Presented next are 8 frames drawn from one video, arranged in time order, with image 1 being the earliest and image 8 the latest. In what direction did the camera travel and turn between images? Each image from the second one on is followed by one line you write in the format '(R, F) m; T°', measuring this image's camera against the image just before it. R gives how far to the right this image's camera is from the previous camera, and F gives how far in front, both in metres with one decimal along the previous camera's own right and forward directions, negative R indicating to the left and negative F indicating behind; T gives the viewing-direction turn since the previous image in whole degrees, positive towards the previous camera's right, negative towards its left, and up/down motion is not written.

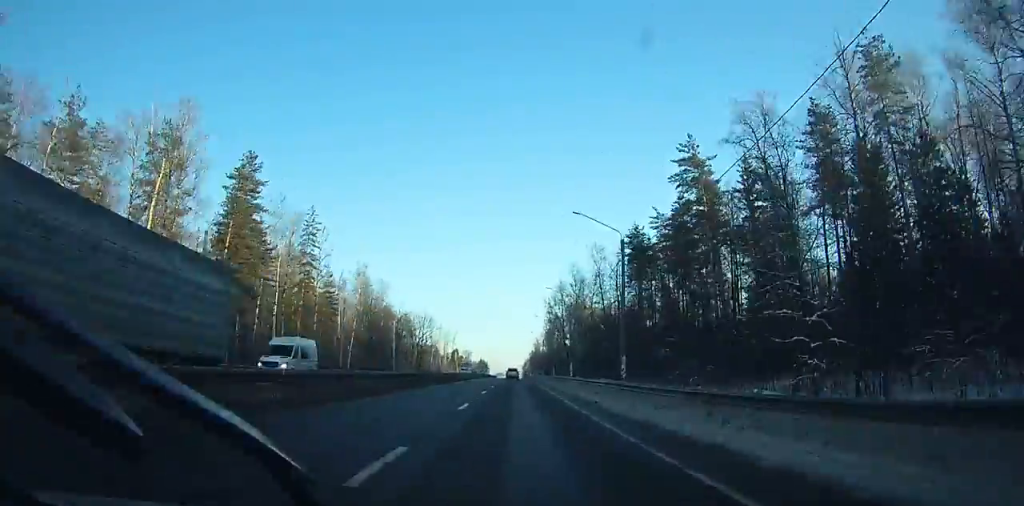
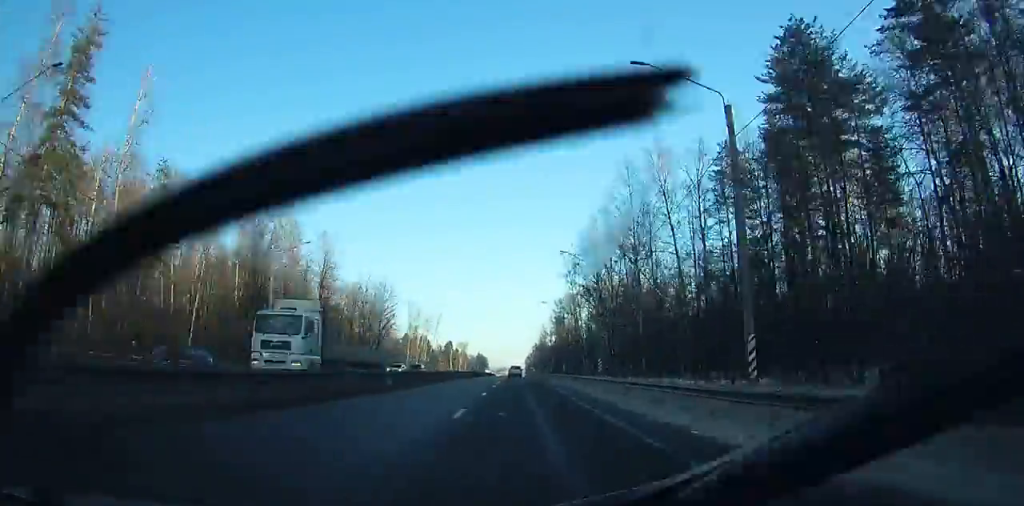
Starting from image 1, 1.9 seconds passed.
(-0.1, +51.2) m; 0°
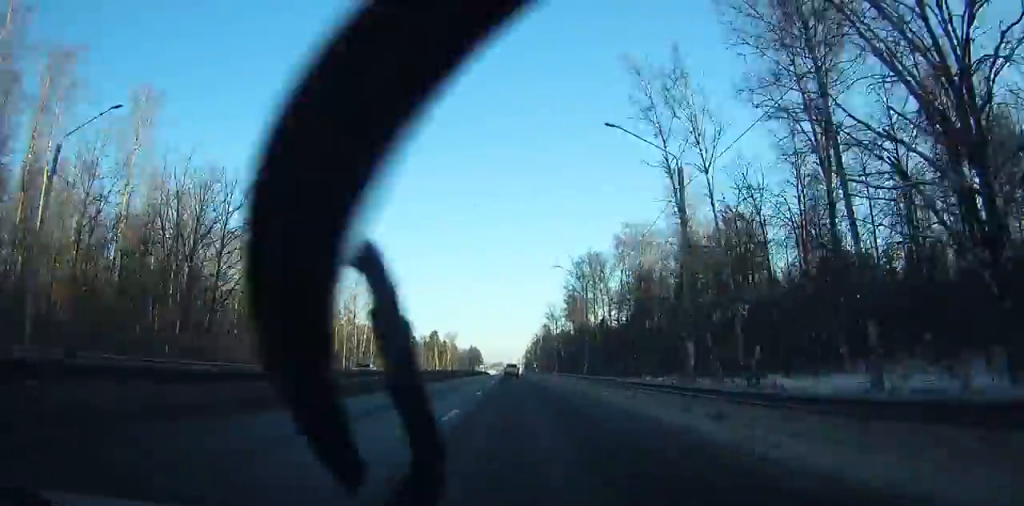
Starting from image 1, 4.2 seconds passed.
(-0.3, +61.4) m; -1°
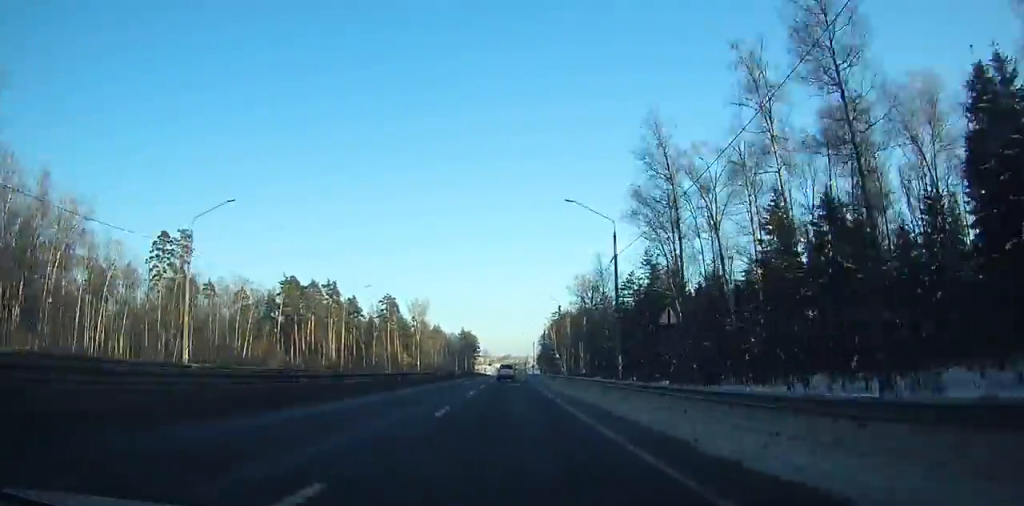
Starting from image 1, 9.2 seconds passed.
(-1.0, +130.4) m; 0°
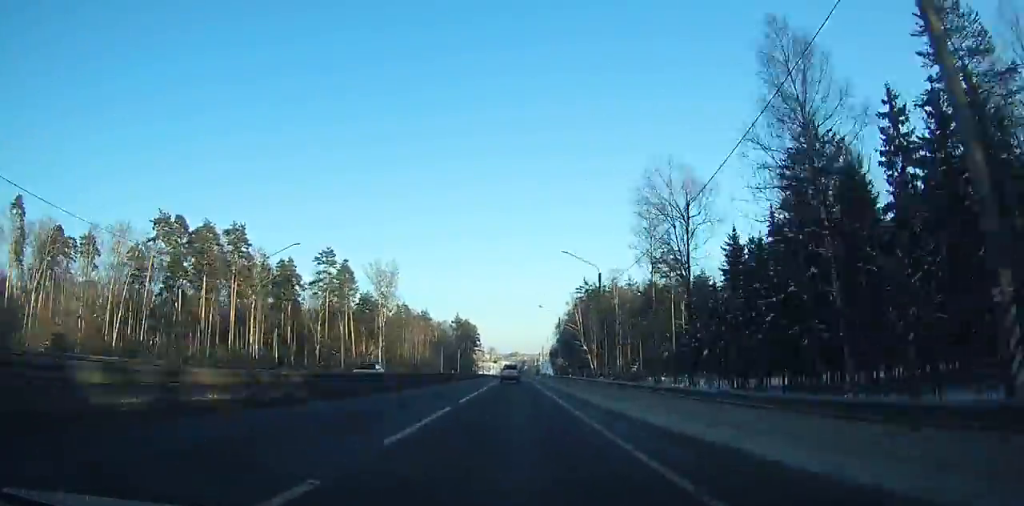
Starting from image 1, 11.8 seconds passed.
(0.0, +66.2) m; 0°
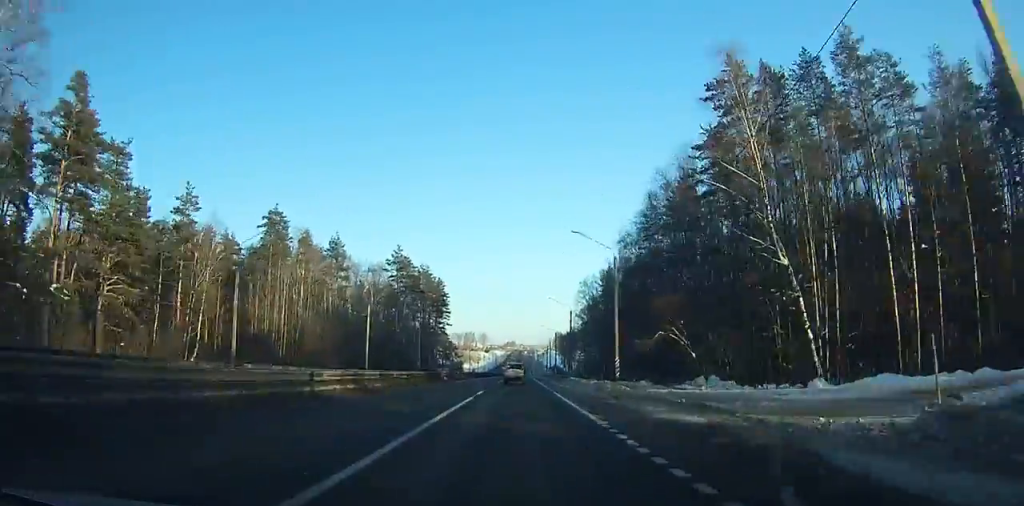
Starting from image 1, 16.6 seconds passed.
(-0.7, +120.3) m; 0°
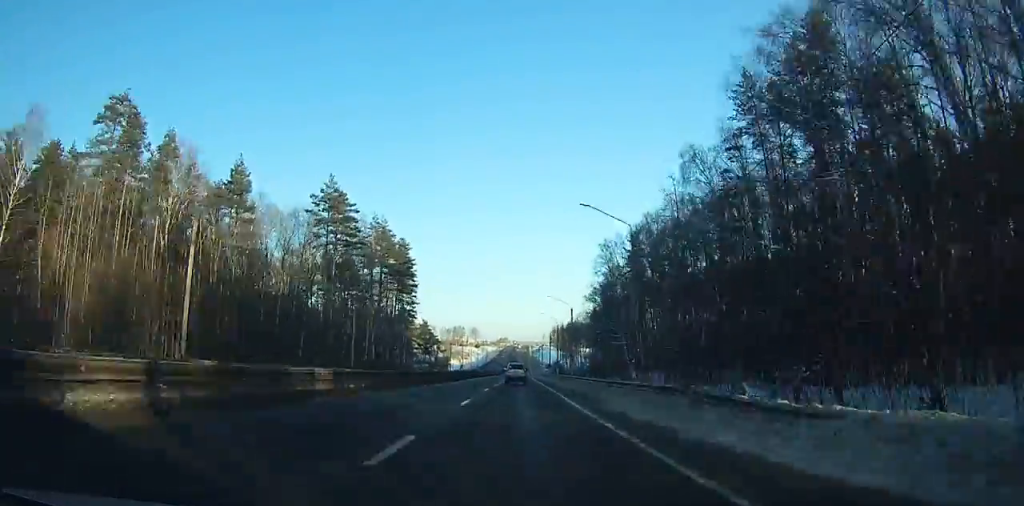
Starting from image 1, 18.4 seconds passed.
(0.0, +44.9) m; +1°
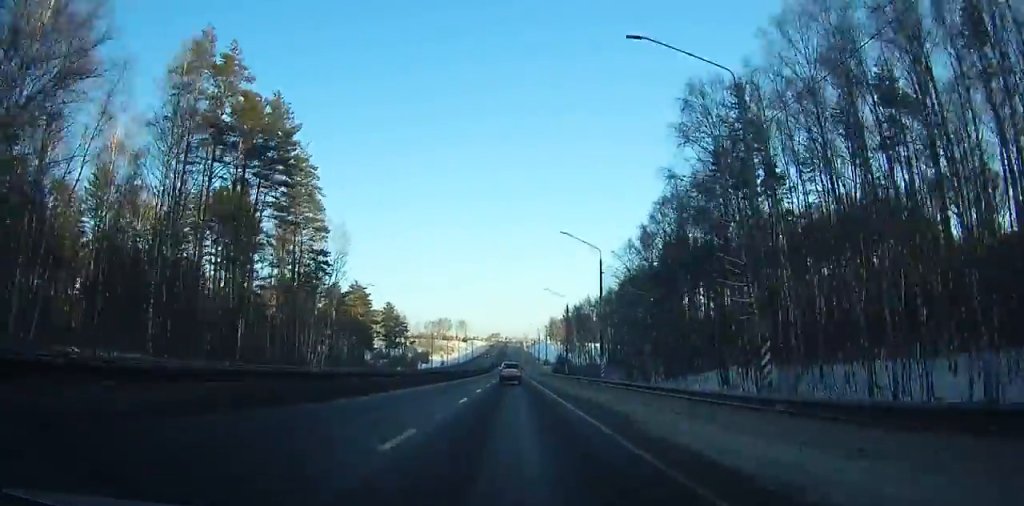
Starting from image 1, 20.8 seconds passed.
(+0.5, +59.8) m; +1°
